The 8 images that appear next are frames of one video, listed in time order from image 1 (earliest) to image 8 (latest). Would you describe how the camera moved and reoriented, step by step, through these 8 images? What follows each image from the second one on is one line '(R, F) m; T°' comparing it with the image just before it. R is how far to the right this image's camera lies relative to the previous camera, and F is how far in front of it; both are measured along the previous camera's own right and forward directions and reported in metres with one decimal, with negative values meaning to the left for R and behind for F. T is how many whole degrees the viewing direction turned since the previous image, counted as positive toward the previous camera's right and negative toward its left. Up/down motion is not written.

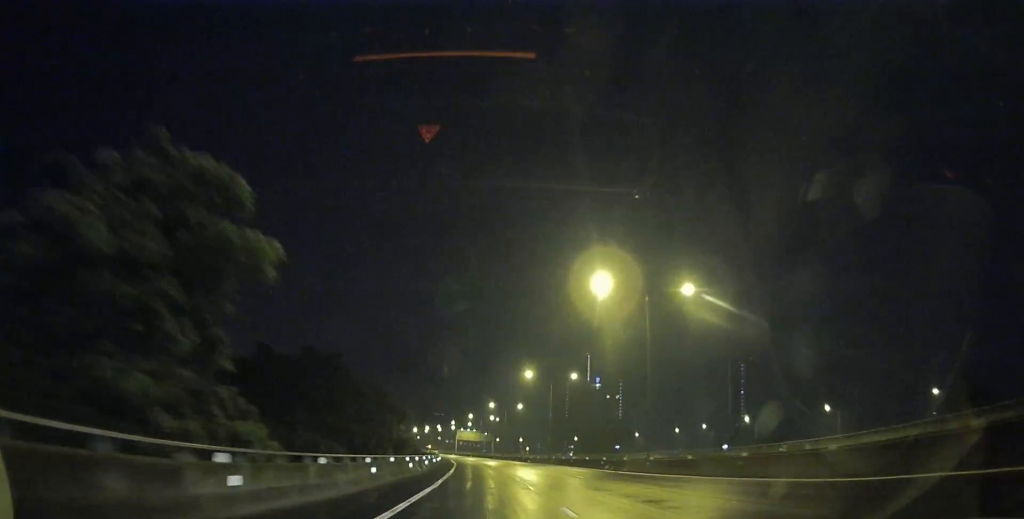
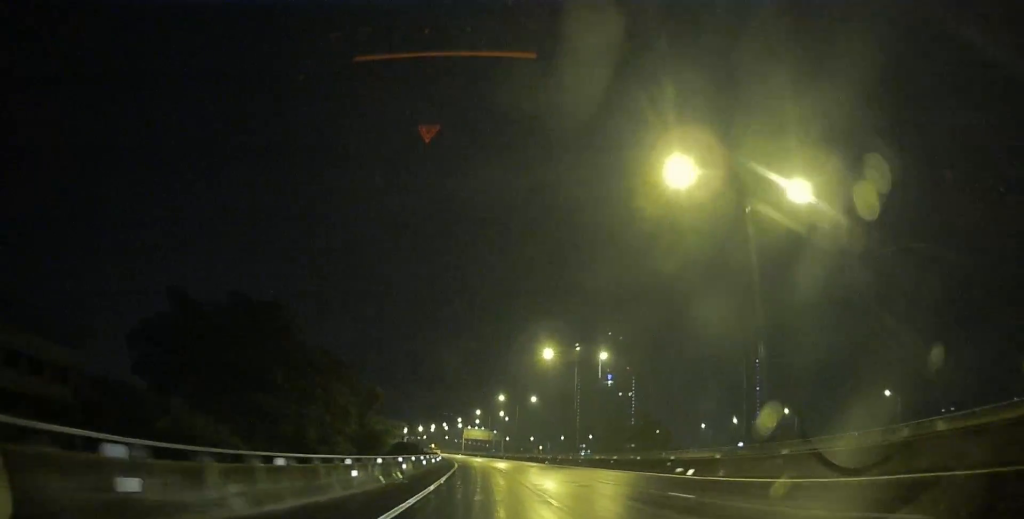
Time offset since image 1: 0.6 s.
(-0.2, +15.4) m; -1°
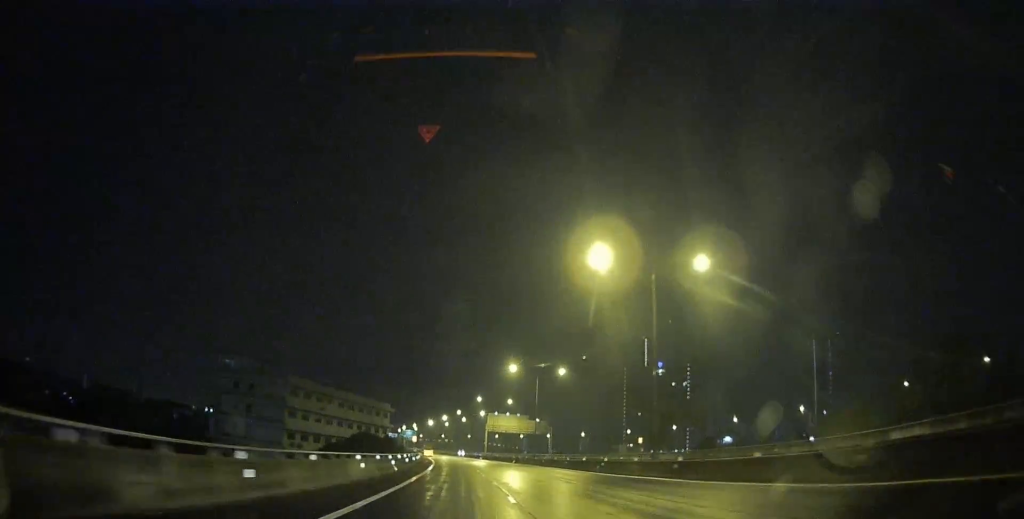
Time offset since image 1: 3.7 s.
(-1.9, +79.9) m; -3°
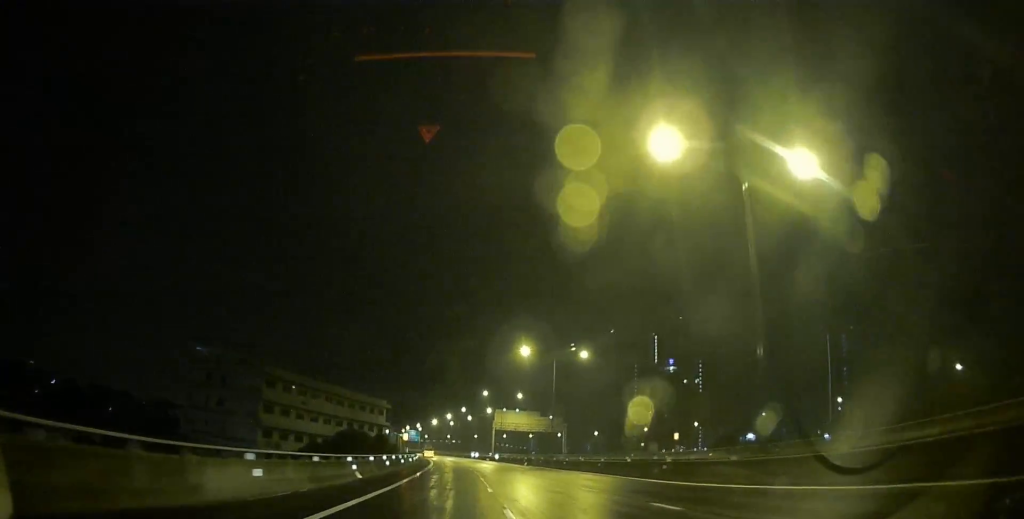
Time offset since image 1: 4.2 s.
(0.0, +12.4) m; -1°
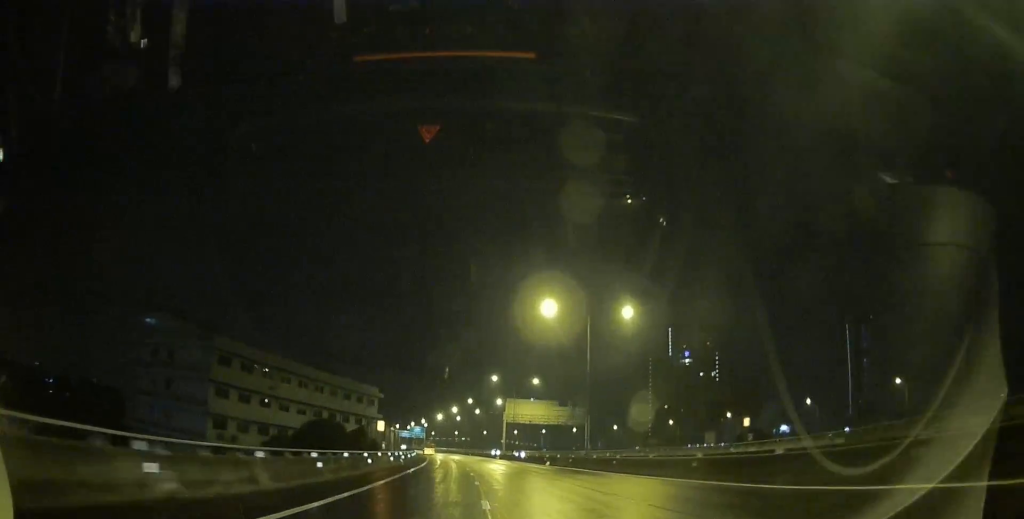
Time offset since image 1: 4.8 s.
(-0.1, +16.3) m; -1°
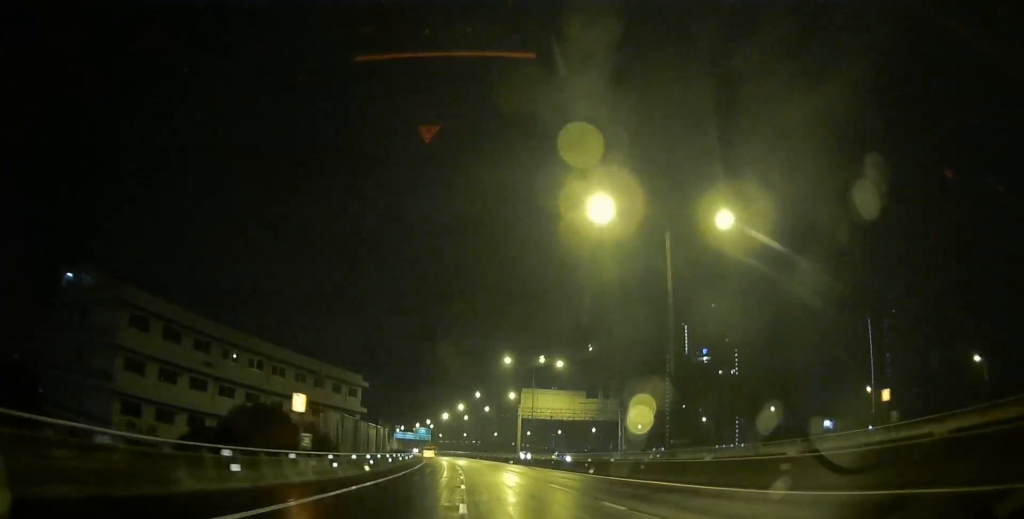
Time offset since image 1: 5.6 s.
(-0.2, +18.5) m; -1°
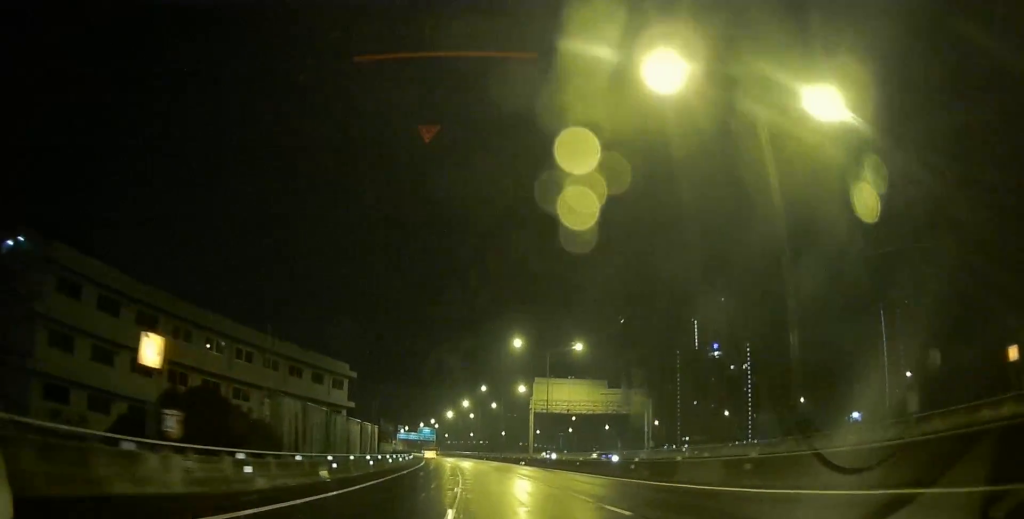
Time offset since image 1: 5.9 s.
(-0.1, +10.3) m; -1°
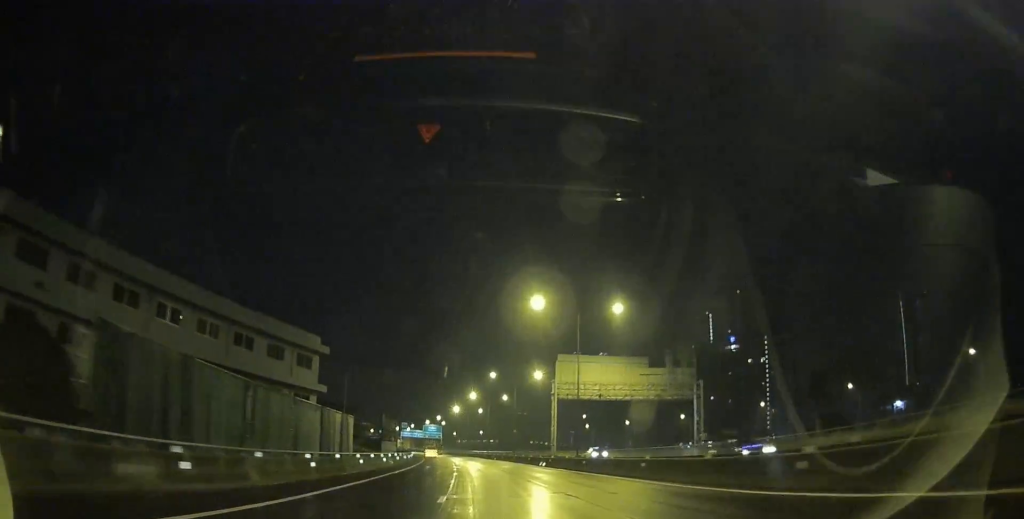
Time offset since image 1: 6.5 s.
(-0.2, +14.6) m; -1°
